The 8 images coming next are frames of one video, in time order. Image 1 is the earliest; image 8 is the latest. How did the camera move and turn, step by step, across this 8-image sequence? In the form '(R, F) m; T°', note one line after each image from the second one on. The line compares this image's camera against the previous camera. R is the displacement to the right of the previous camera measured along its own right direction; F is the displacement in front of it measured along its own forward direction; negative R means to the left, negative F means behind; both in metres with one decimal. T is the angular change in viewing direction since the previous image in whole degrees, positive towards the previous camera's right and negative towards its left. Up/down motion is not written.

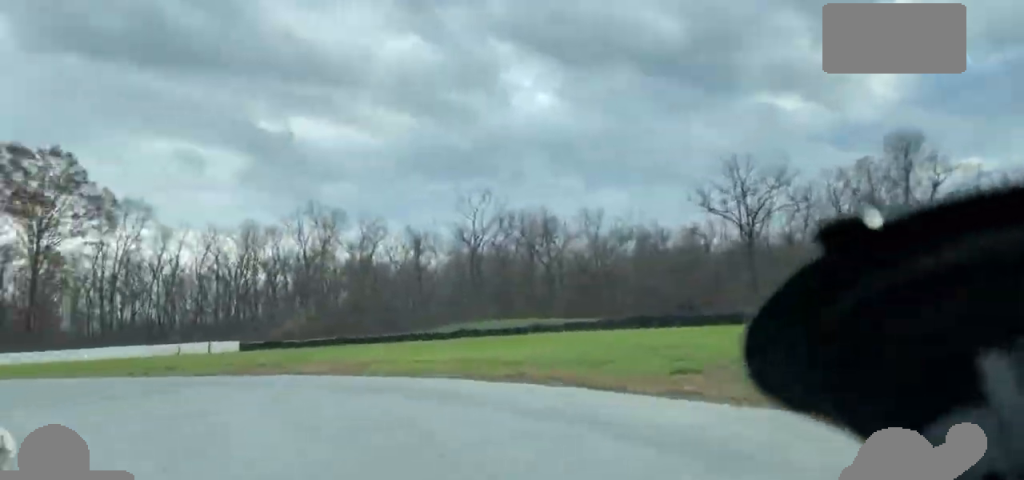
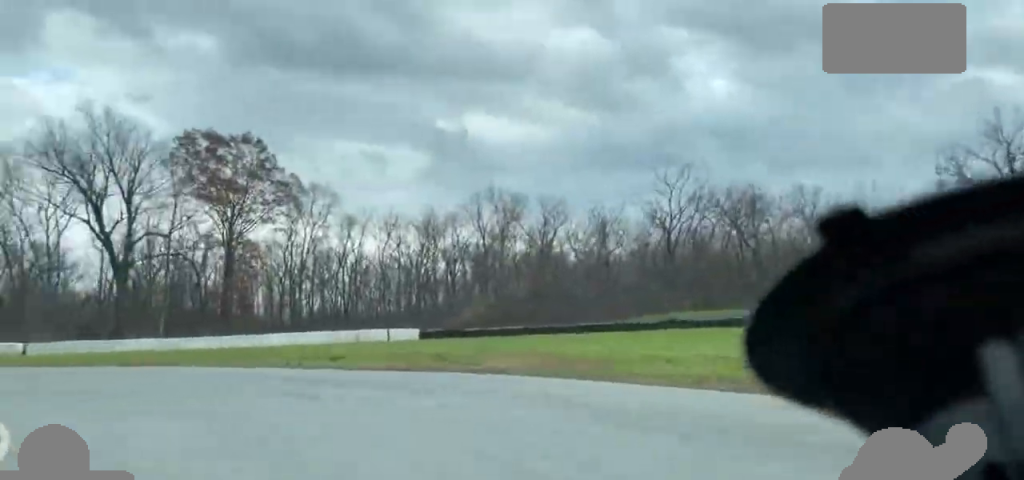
(-1.2, +6.2) m; -17°
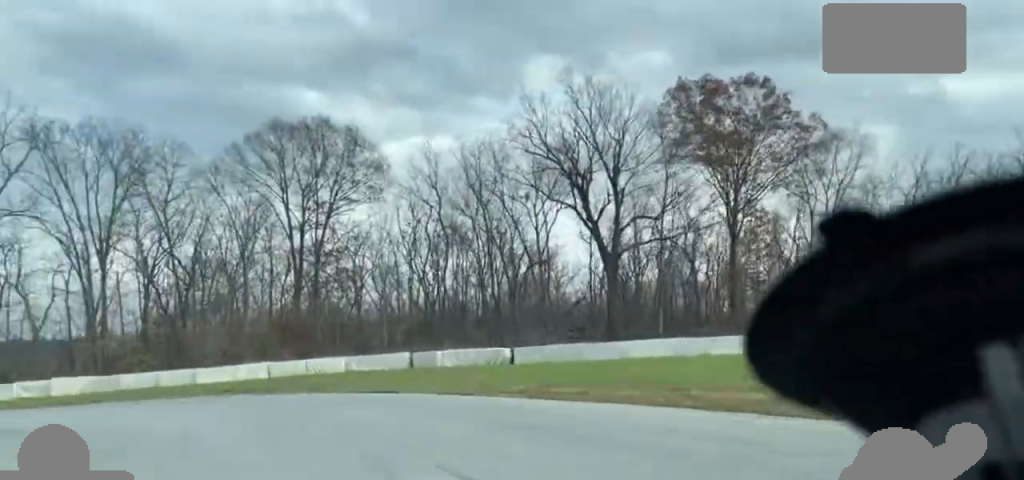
(-7.5, +24.0) m; -10°
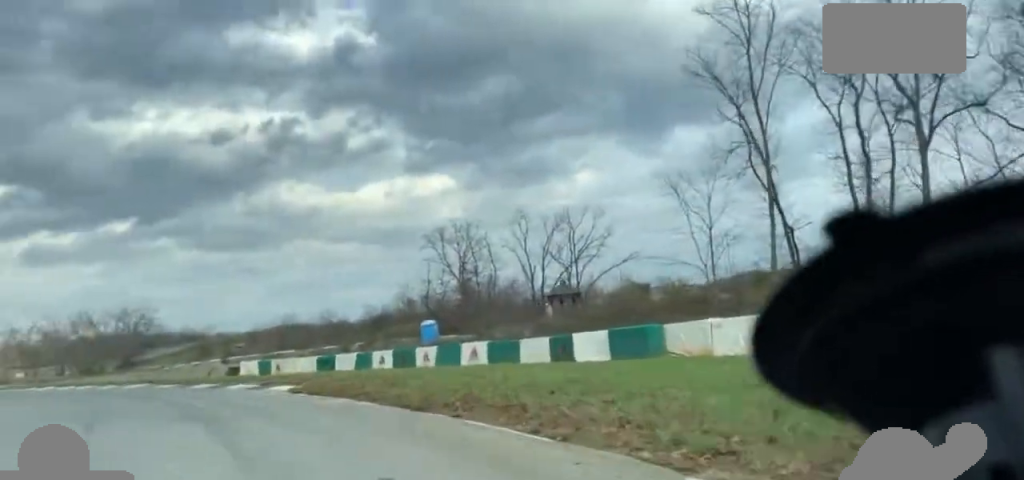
(-14.8, +41.9) m; -60°
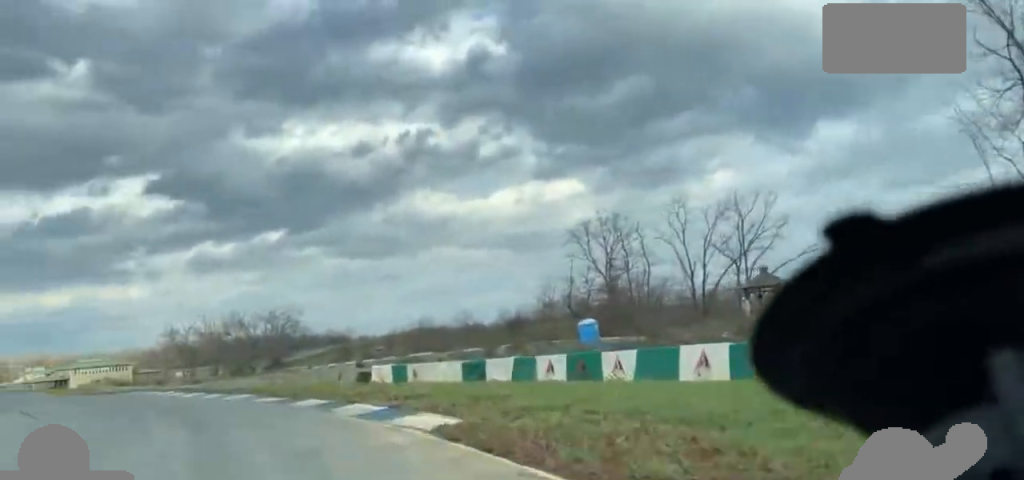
(-0.8, +13.5) m; -17°
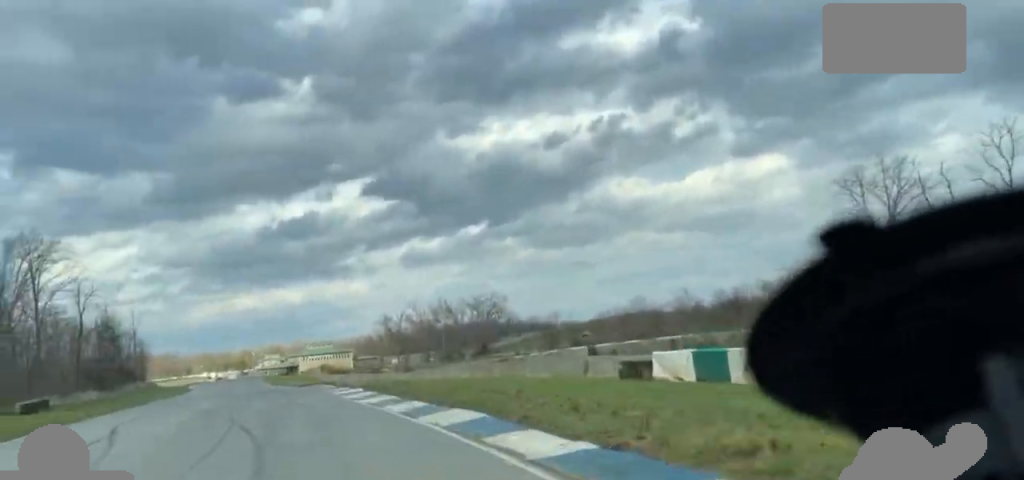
(-4.7, +19.5) m; -11°
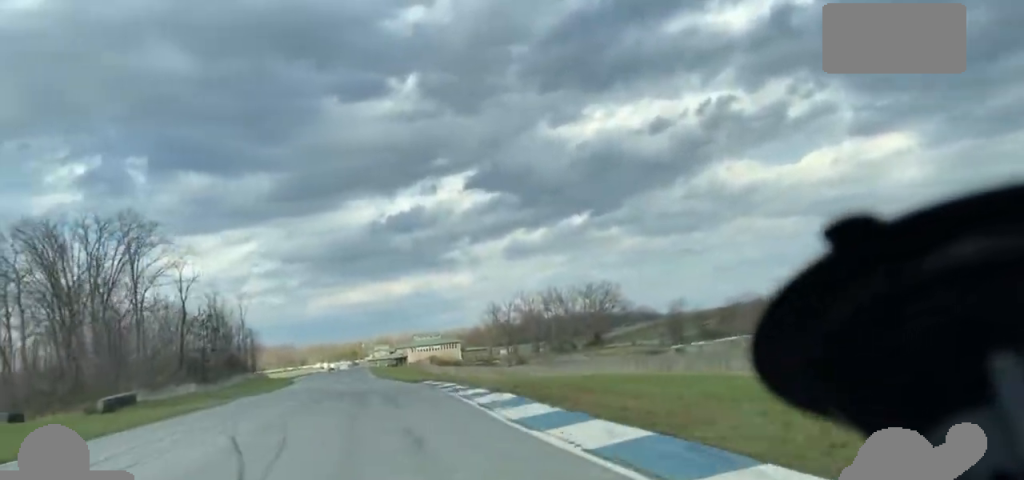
(-0.9, +14.6) m; -5°
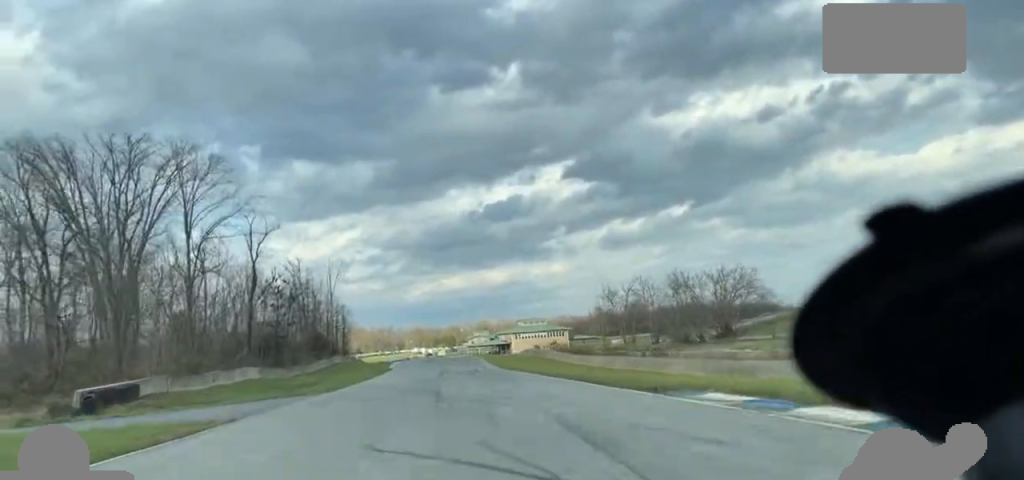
(-0.7, +29.0) m; -3°
